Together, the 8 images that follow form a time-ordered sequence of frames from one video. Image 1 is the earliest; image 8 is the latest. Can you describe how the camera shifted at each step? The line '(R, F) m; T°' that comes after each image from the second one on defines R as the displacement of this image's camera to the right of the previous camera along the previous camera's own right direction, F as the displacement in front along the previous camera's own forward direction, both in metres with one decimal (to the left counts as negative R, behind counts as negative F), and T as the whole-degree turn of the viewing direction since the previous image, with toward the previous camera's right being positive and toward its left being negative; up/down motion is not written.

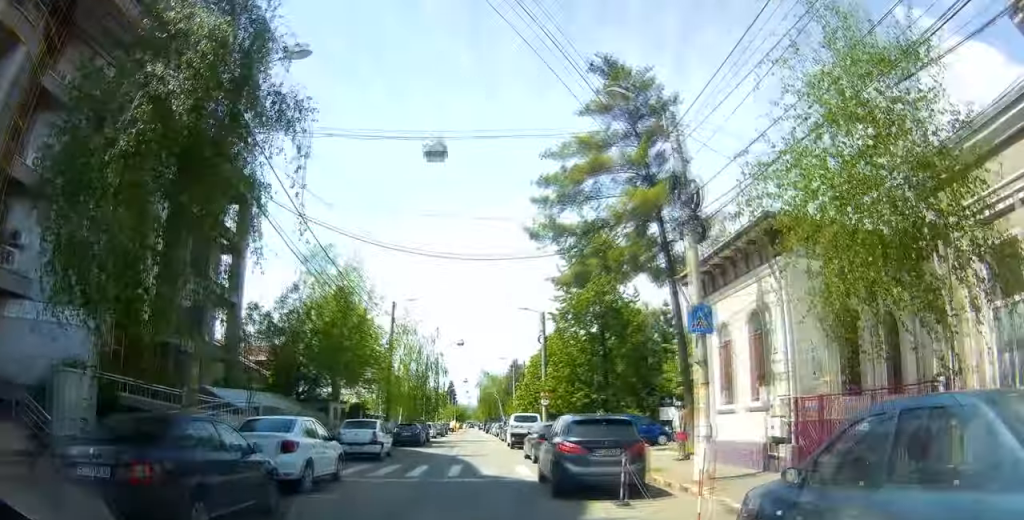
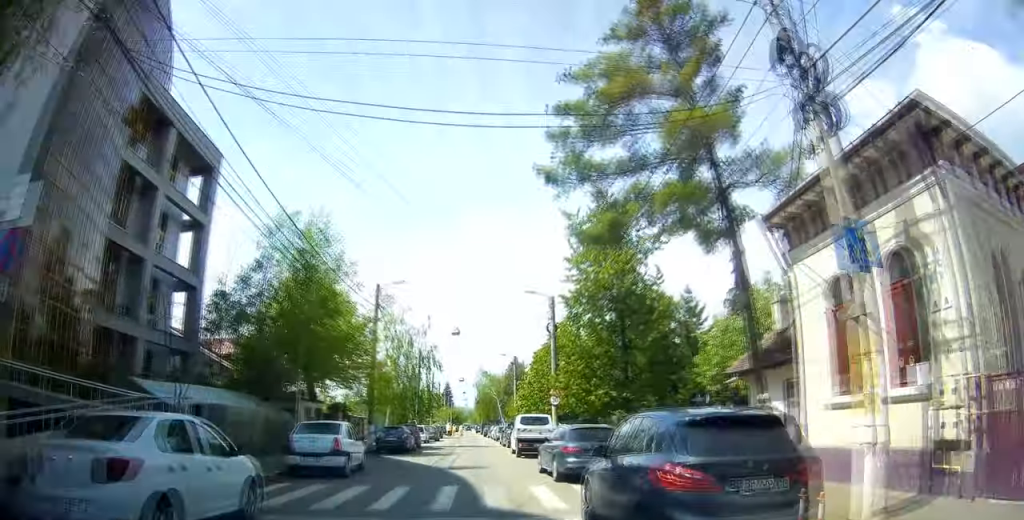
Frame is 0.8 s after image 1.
(0.0, +5.8) m; 0°
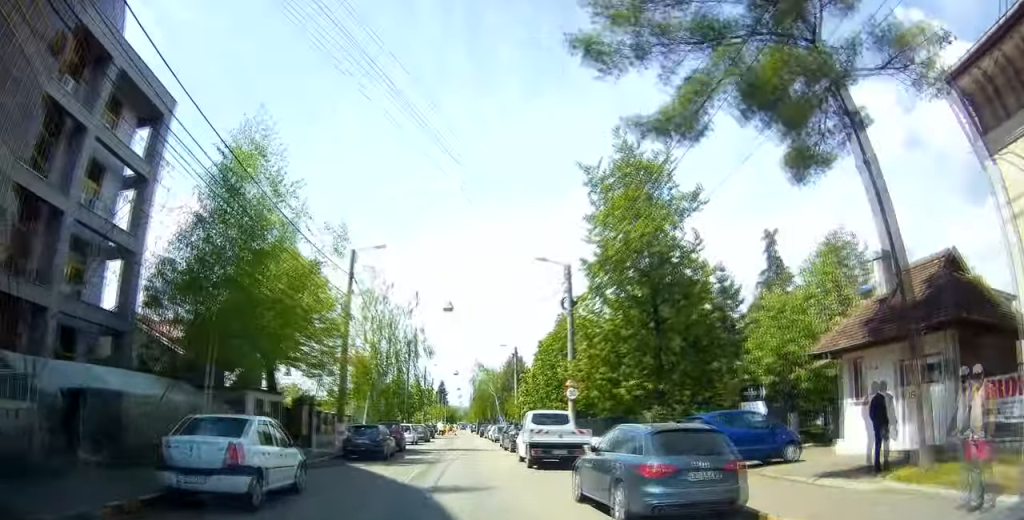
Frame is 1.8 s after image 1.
(-0.1, +6.9) m; -1°
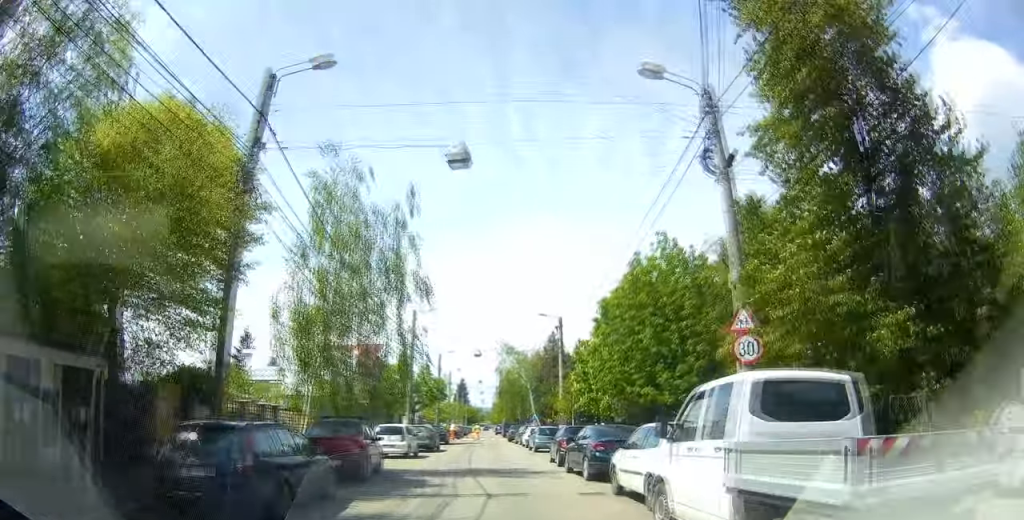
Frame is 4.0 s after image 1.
(0.0, +15.3) m; 0°
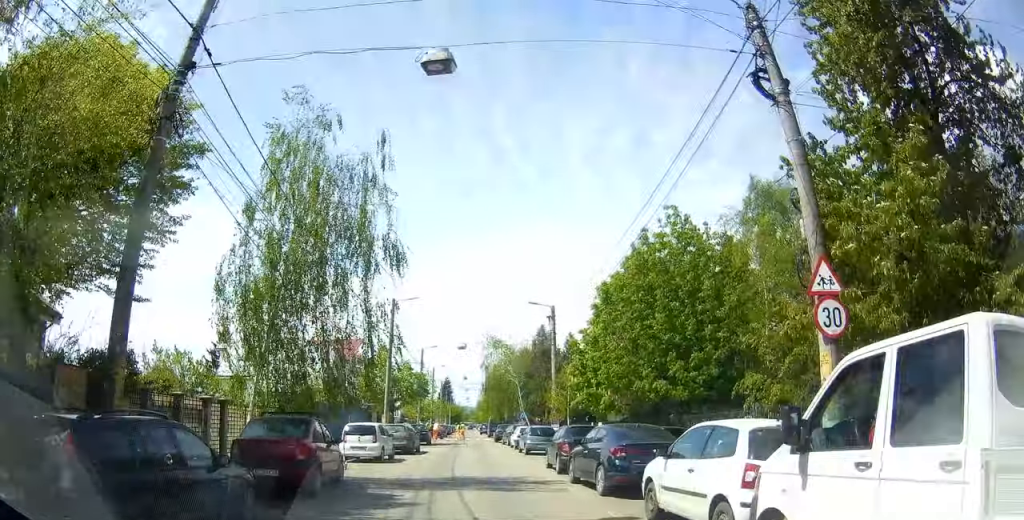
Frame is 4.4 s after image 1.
(0.0, +3.0) m; 0°
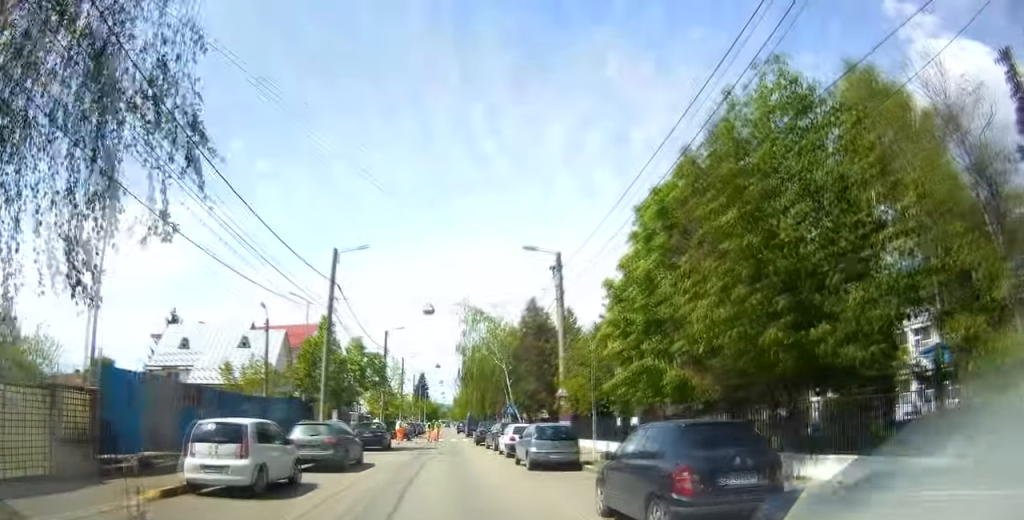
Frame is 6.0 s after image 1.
(0.0, +9.8) m; 0°
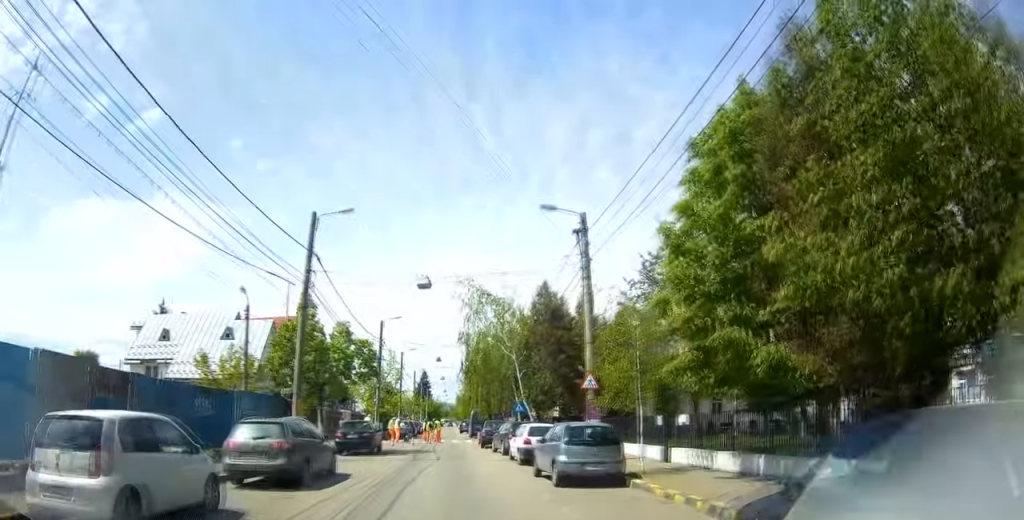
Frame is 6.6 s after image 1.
(0.0, +4.0) m; 0°
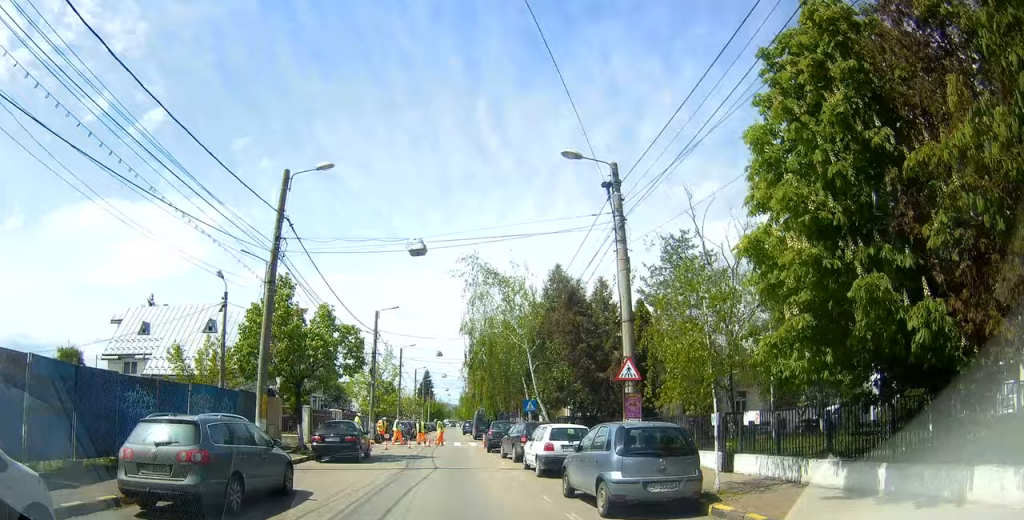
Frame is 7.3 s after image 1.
(0.0, +3.6) m; 0°
